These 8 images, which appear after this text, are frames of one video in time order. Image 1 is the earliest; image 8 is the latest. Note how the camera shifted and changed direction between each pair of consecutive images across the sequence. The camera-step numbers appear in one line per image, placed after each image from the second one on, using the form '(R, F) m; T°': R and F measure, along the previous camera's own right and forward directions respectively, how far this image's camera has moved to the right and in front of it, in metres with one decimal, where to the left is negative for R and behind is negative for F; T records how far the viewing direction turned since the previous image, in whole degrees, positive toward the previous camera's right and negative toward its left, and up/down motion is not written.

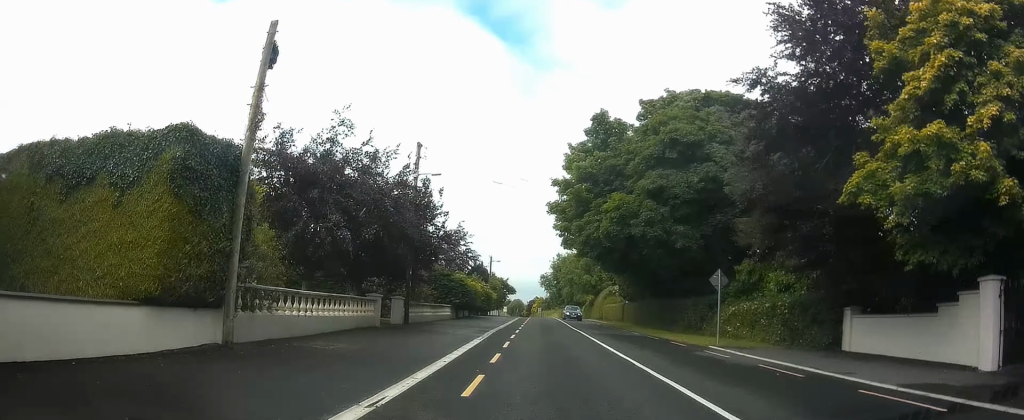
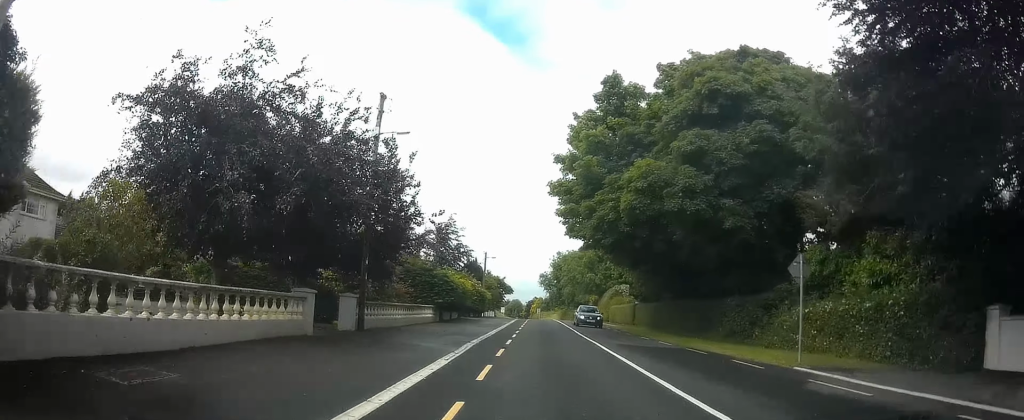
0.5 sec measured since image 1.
(0.0, +6.8) m; 0°
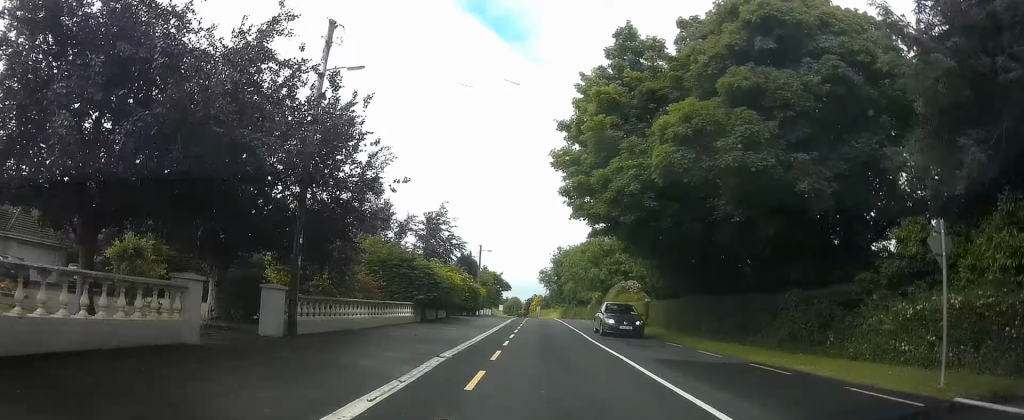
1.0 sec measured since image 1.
(-0.1, +5.6) m; 0°
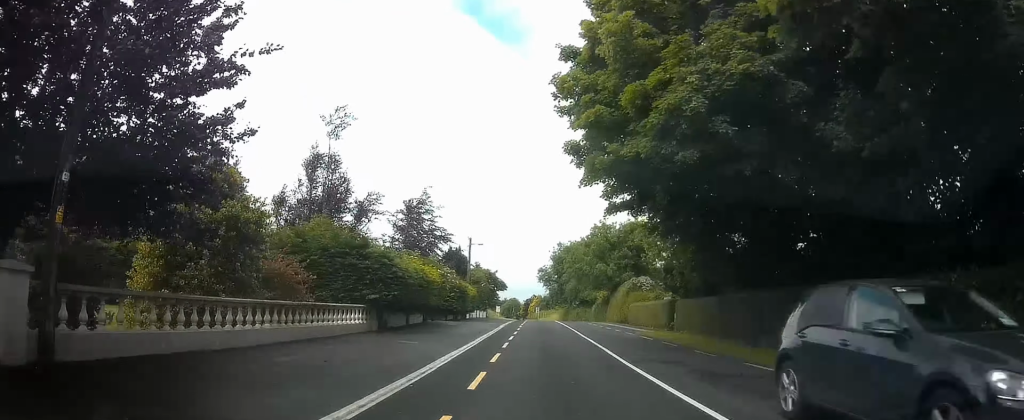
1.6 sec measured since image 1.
(0.0, +8.1) m; 0°
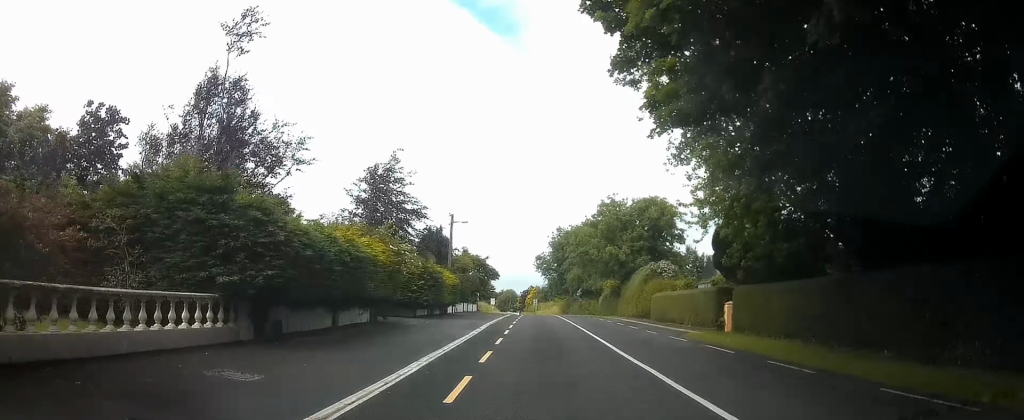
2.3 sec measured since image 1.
(0.0, +10.2) m; +1°
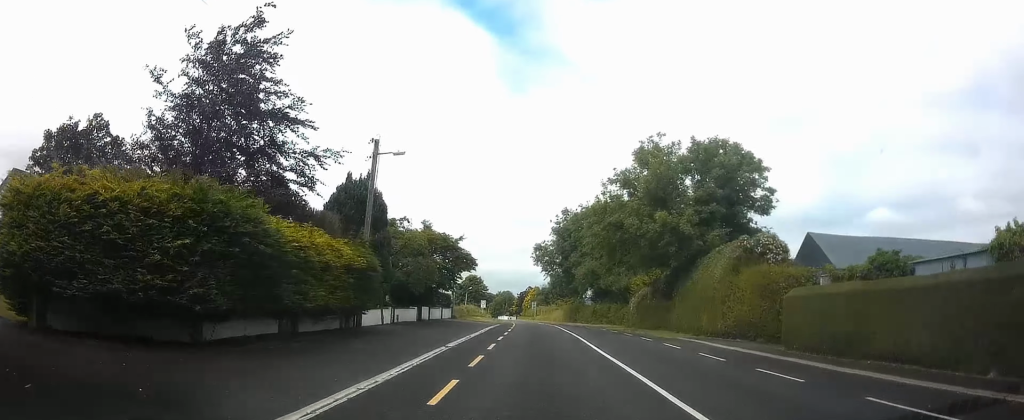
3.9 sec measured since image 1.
(+0.3, +22.4) m; 0°
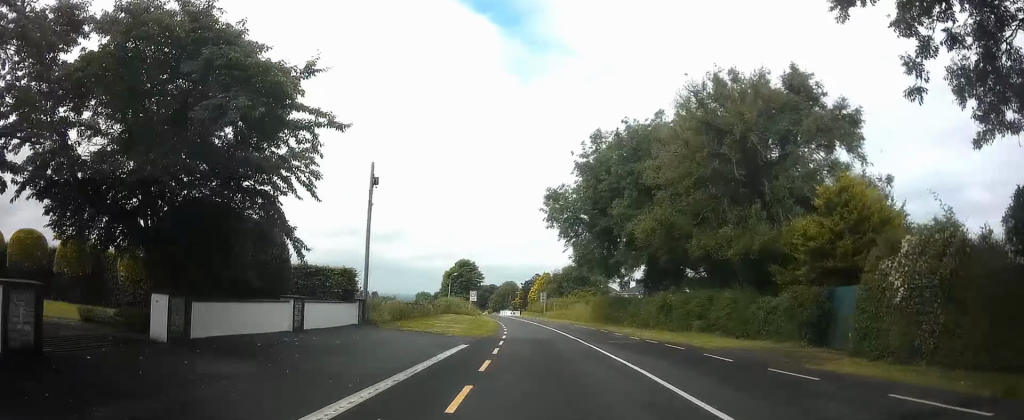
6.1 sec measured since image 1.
(-0.7, +32.2) m; -2°
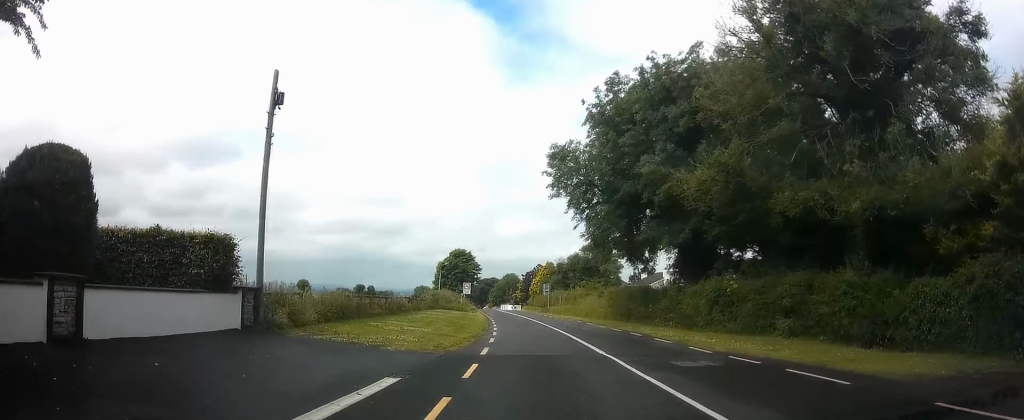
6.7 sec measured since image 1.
(0.0, +10.0) m; 0°
